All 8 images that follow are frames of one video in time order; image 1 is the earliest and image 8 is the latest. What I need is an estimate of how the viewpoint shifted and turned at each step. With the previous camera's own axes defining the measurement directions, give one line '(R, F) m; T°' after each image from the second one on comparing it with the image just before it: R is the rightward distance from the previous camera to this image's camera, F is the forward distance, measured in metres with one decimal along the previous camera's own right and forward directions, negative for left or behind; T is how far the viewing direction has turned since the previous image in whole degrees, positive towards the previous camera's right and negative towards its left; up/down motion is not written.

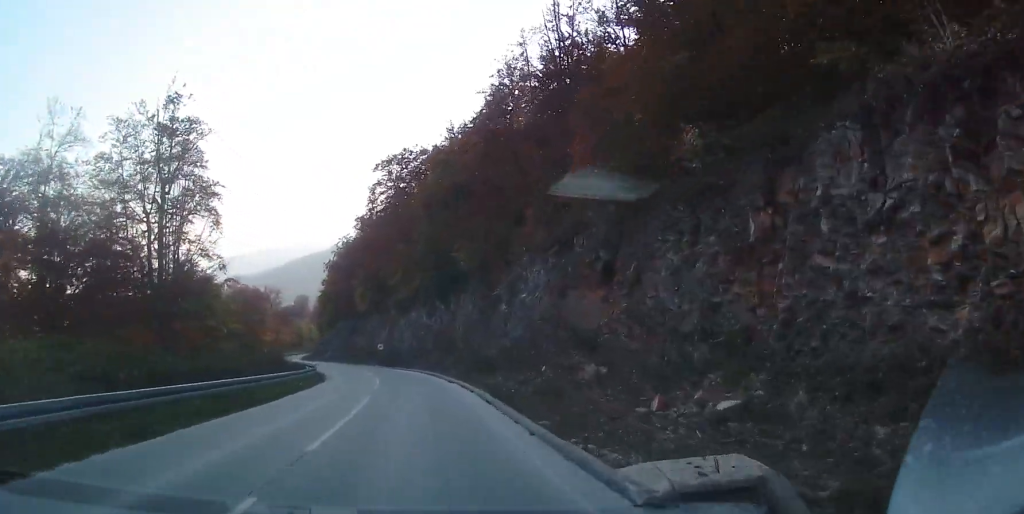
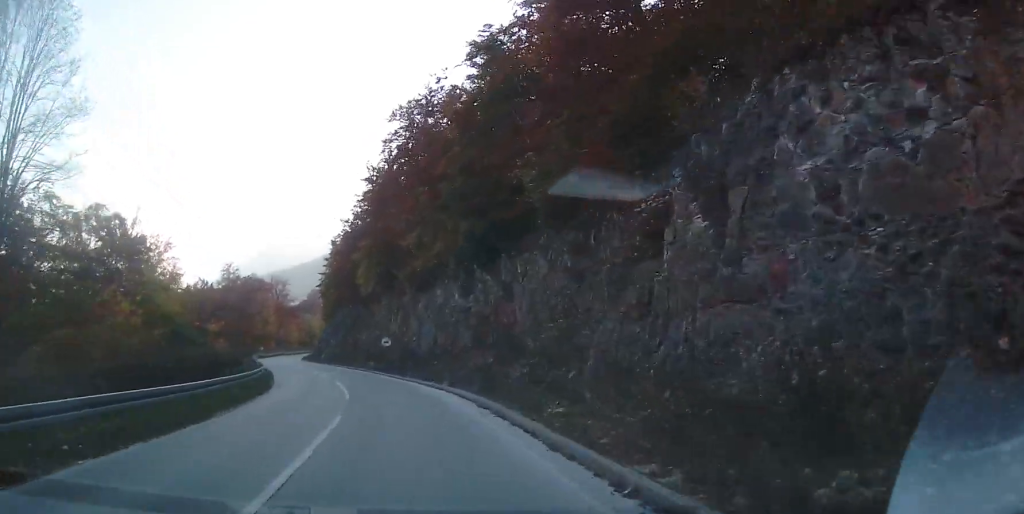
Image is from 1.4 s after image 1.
(+1.2, +22.6) m; +2°
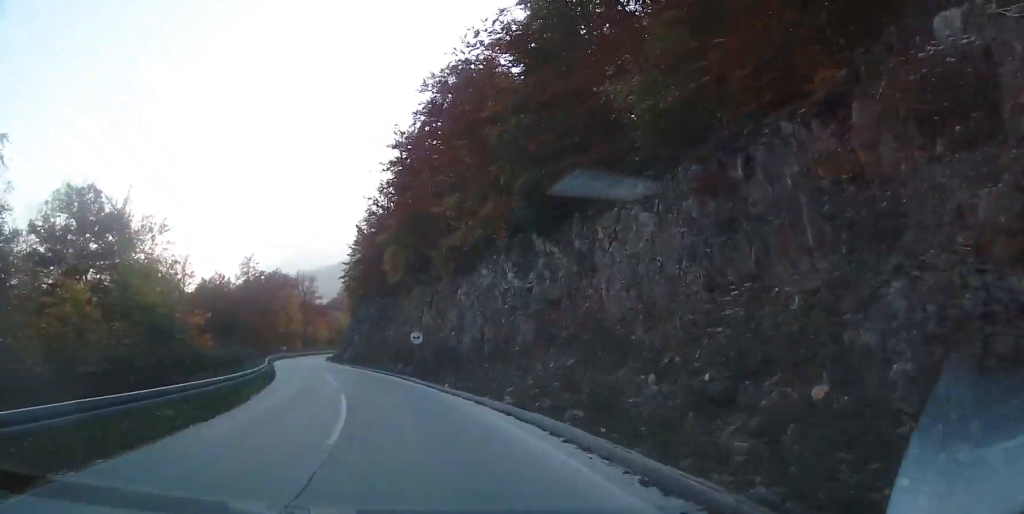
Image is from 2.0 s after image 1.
(-0.5, +9.2) m; -4°
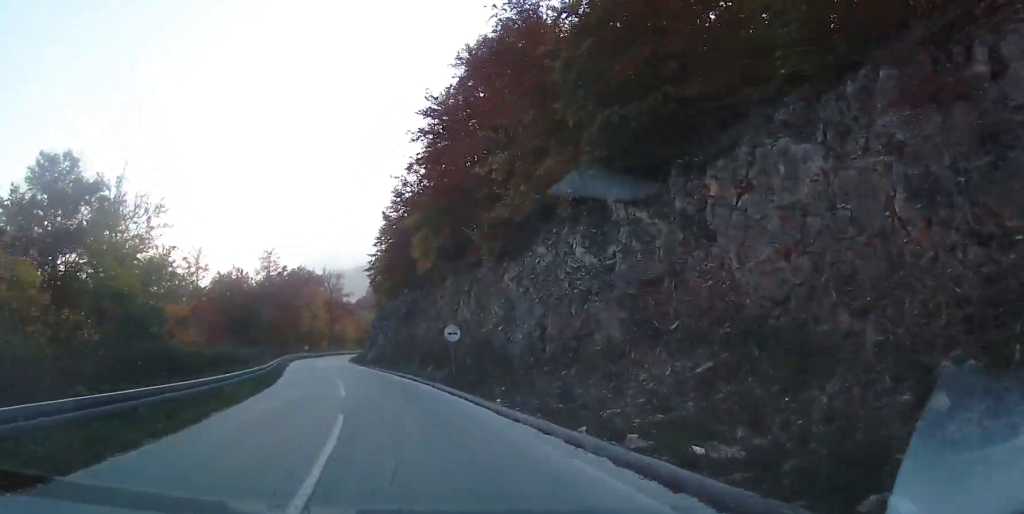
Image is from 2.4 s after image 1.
(+0.1, +7.0) m; -3°
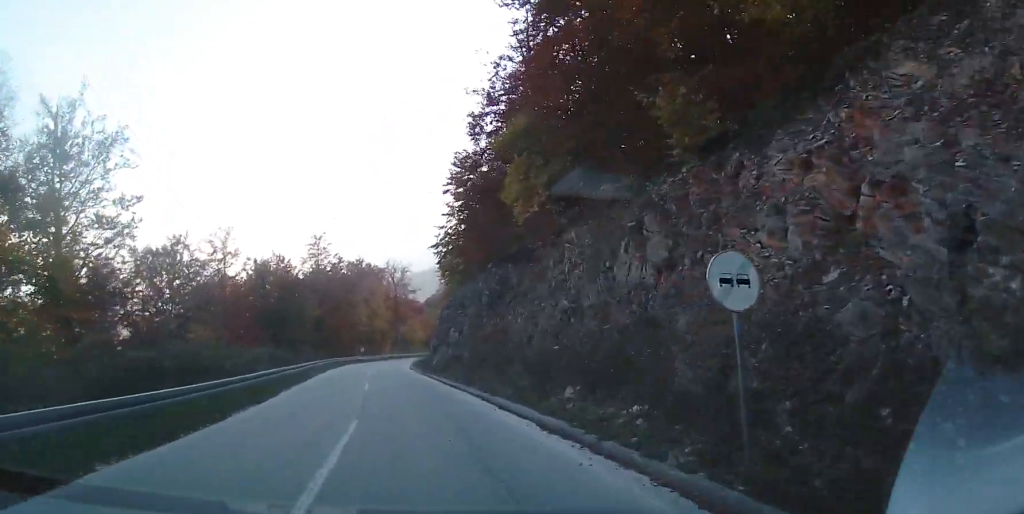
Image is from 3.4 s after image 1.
(-1.3, +16.6) m; -8°
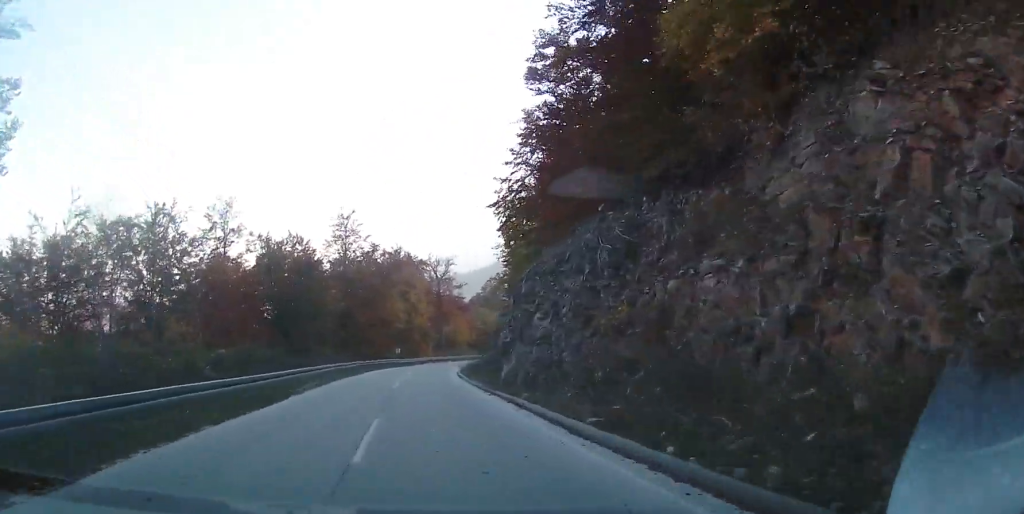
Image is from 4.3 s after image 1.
(-1.0, +14.6) m; -4°
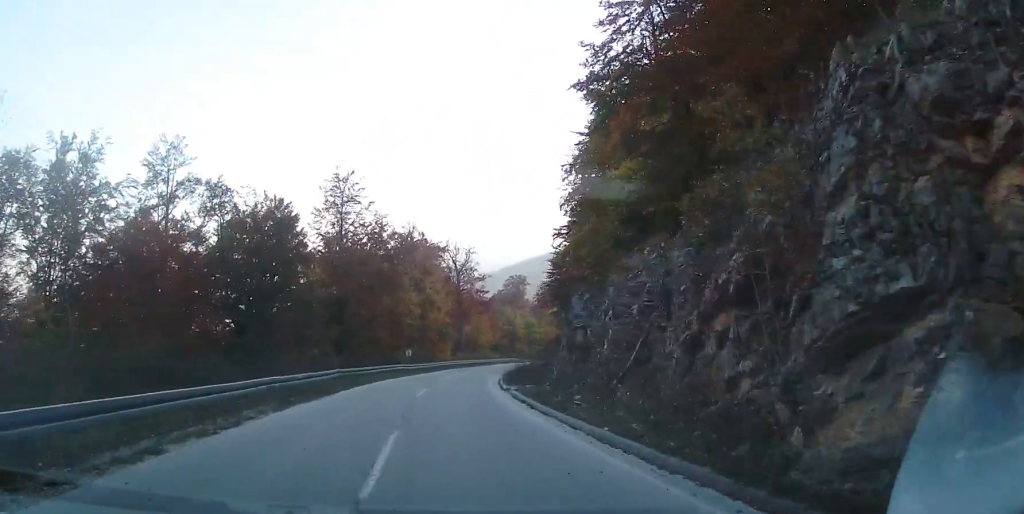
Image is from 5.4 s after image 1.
(-0.1, +17.0) m; +1°
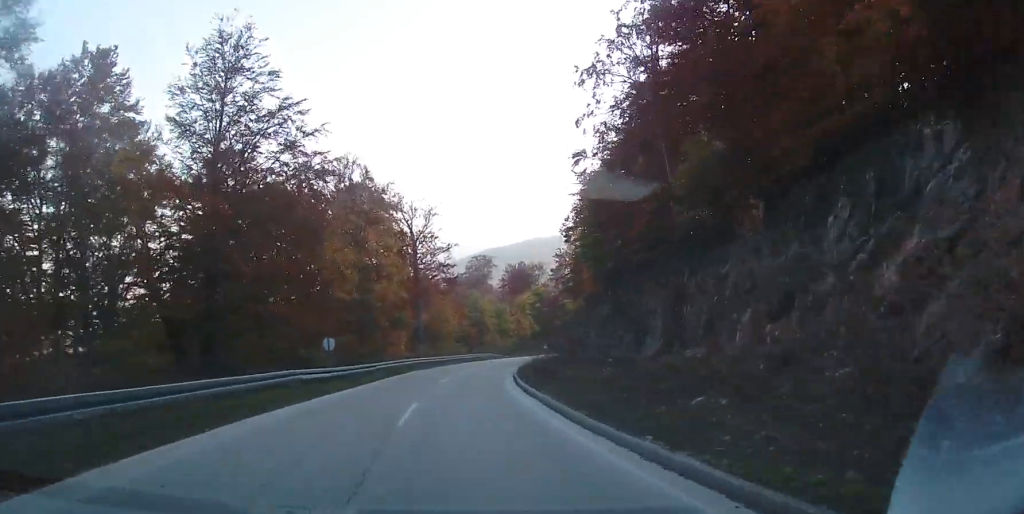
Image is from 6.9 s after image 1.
(+0.7, +25.7) m; +4°
